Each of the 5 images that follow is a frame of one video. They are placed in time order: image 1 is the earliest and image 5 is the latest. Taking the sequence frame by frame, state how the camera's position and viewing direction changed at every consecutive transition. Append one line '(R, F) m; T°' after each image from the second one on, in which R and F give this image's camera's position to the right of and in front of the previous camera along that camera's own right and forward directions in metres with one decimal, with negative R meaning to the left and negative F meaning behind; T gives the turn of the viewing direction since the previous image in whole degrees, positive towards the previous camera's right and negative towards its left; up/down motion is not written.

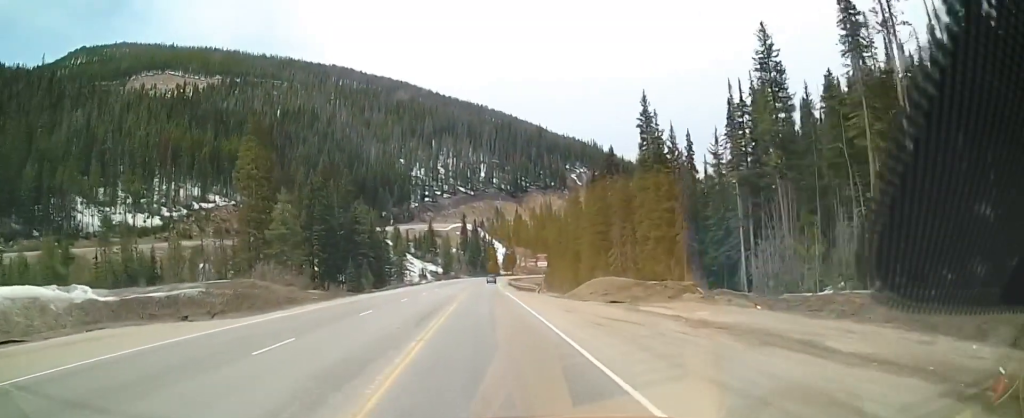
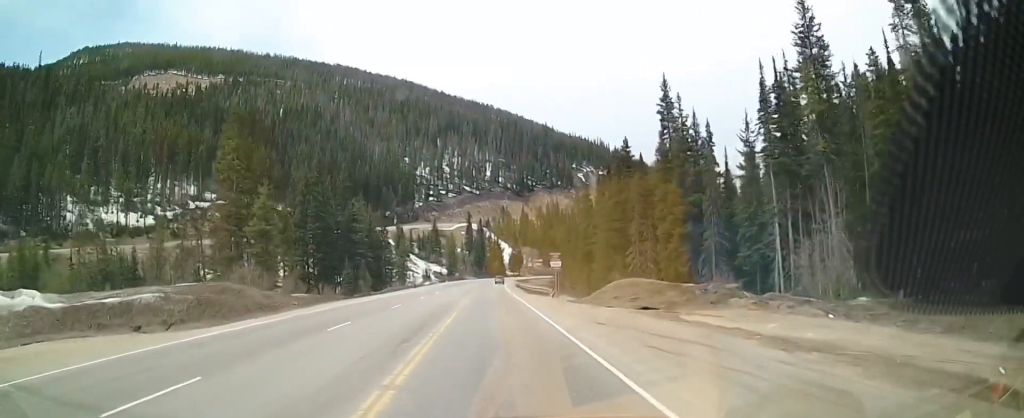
(0.0, +5.4) m; 0°
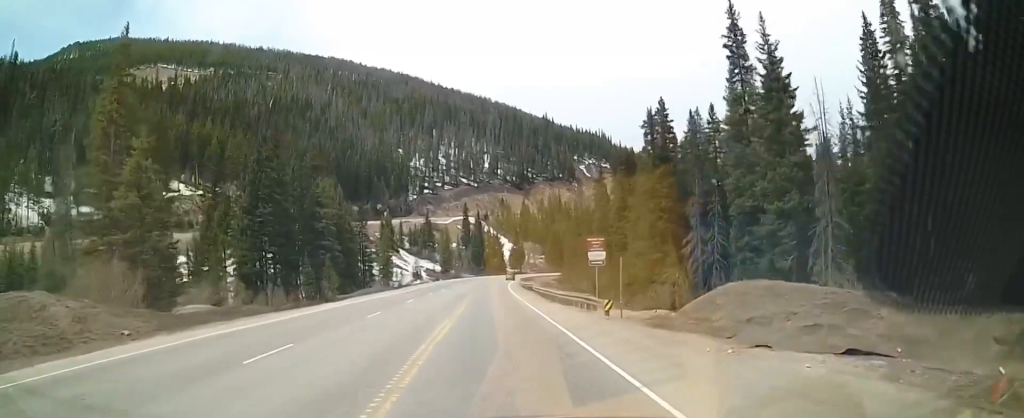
(0.0, +18.9) m; -3°
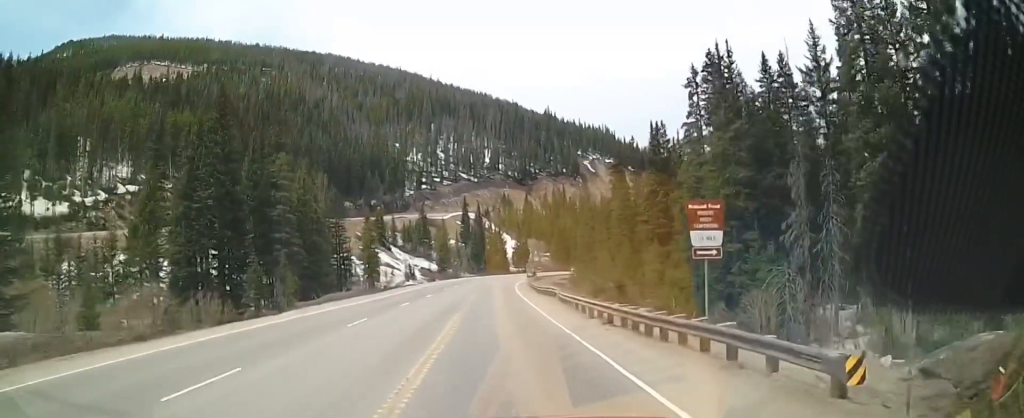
(-0.8, +17.7) m; -2°
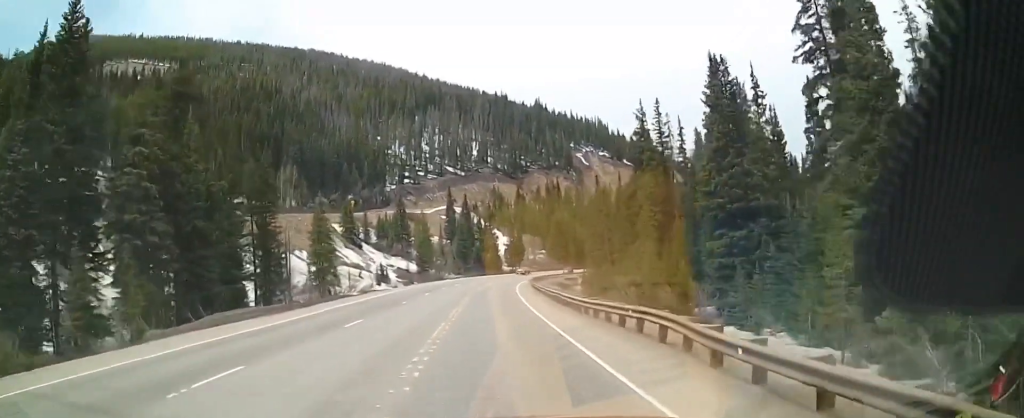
(+0.5, +29.0) m; +1°
